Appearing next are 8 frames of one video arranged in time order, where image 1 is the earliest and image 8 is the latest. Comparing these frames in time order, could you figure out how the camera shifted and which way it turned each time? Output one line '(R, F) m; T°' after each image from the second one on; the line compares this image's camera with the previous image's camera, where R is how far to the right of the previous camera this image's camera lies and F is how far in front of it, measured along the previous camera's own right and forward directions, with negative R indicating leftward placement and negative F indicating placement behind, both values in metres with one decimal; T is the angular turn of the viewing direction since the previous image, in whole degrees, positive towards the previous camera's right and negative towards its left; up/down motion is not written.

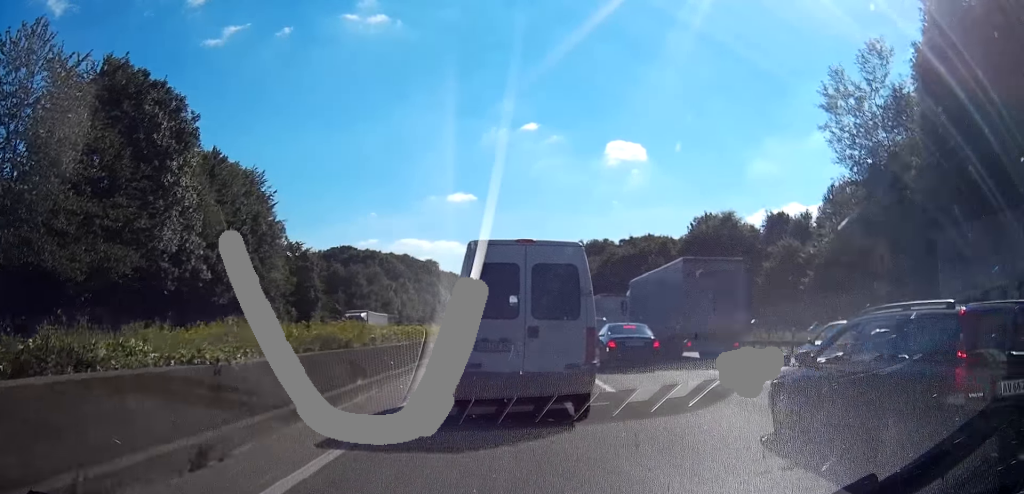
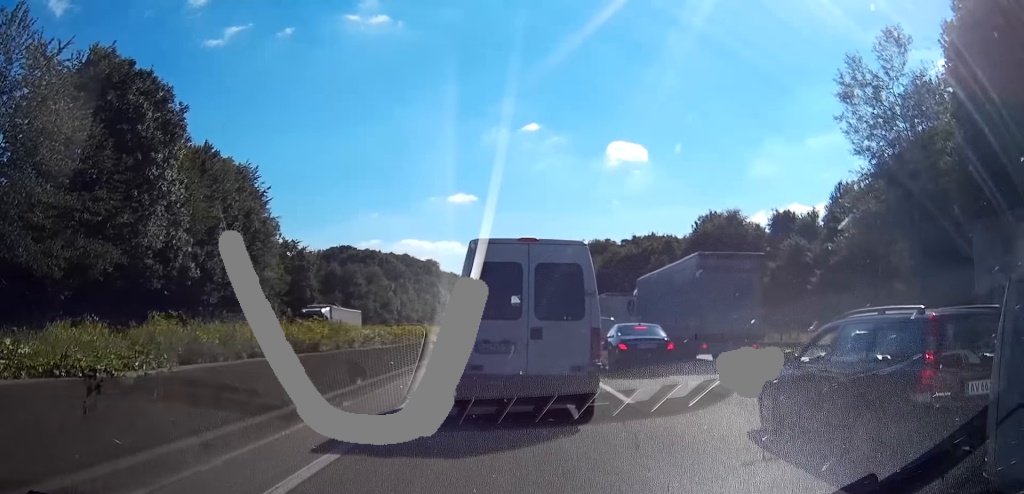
(0.0, +2.4) m; -1°
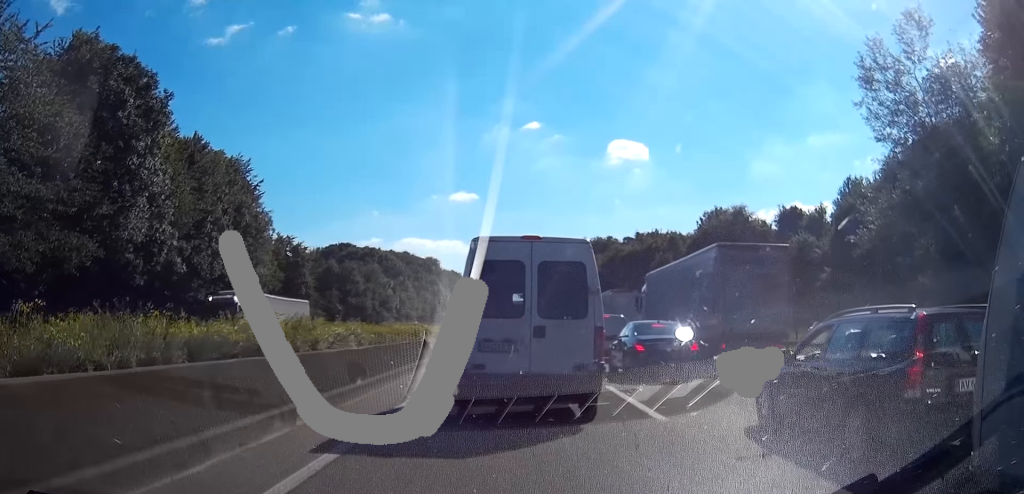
(0.0, +2.7) m; -2°
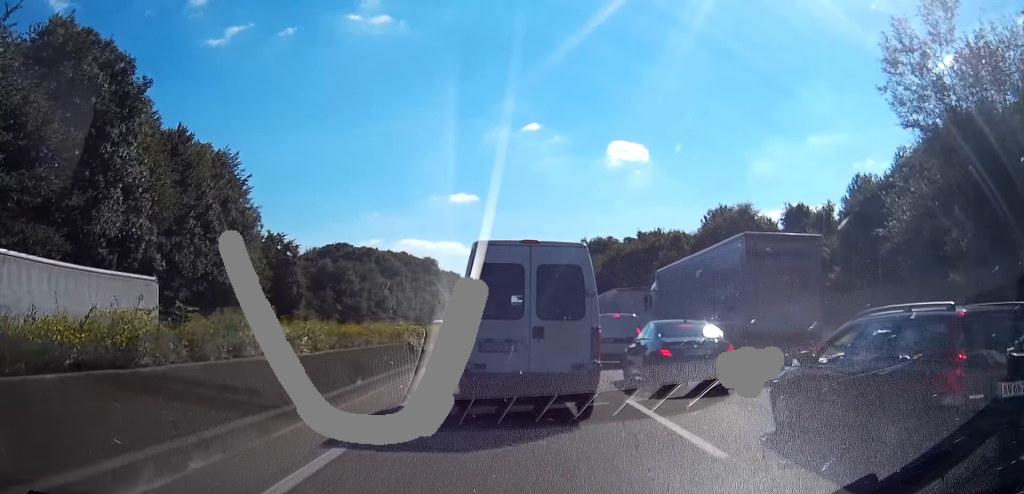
(-0.1, +3.5) m; -2°
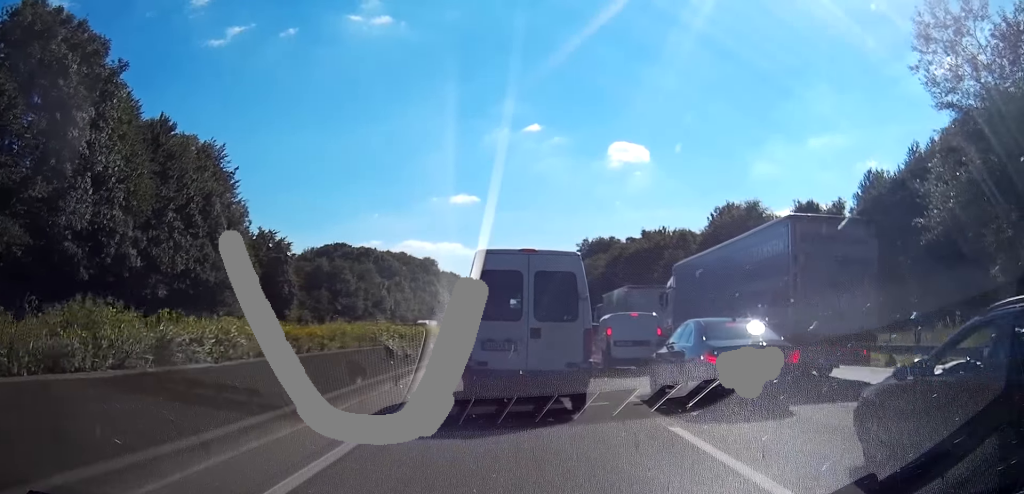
(-0.1, +4.6) m; -2°
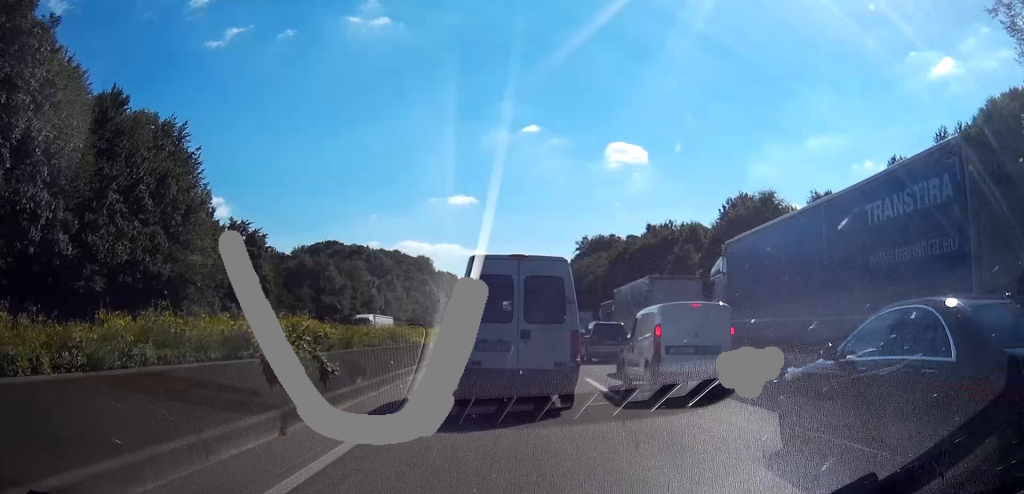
(-0.3, +9.7) m; -3°
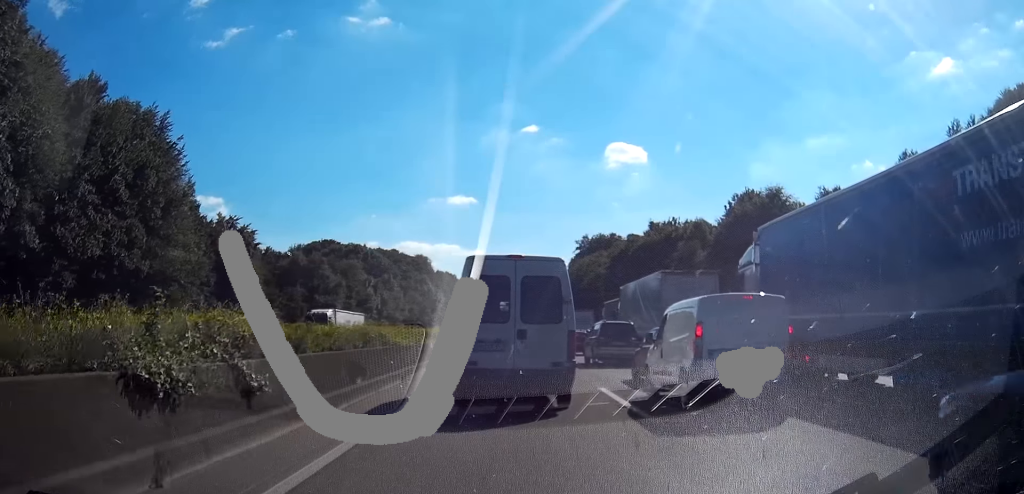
(0.0, +3.7) m; 0°
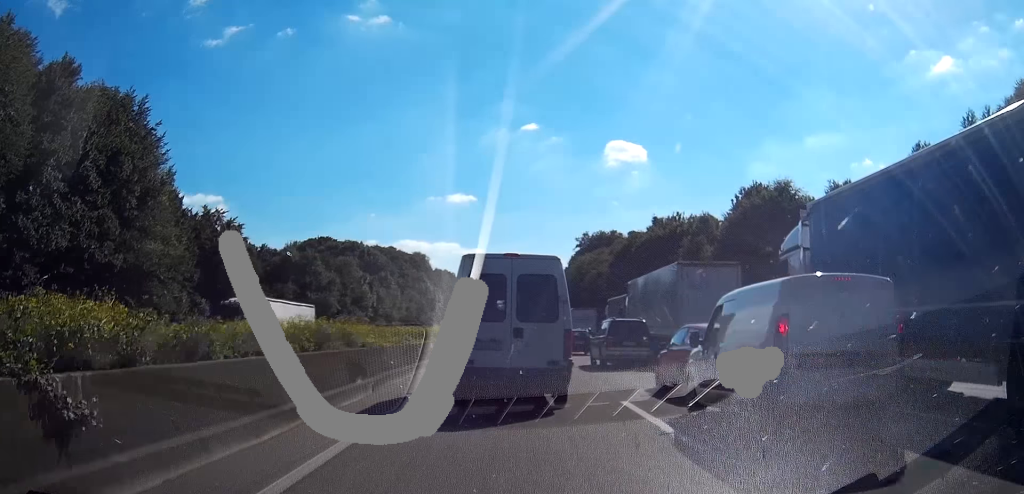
(0.0, +4.0) m; +1°
